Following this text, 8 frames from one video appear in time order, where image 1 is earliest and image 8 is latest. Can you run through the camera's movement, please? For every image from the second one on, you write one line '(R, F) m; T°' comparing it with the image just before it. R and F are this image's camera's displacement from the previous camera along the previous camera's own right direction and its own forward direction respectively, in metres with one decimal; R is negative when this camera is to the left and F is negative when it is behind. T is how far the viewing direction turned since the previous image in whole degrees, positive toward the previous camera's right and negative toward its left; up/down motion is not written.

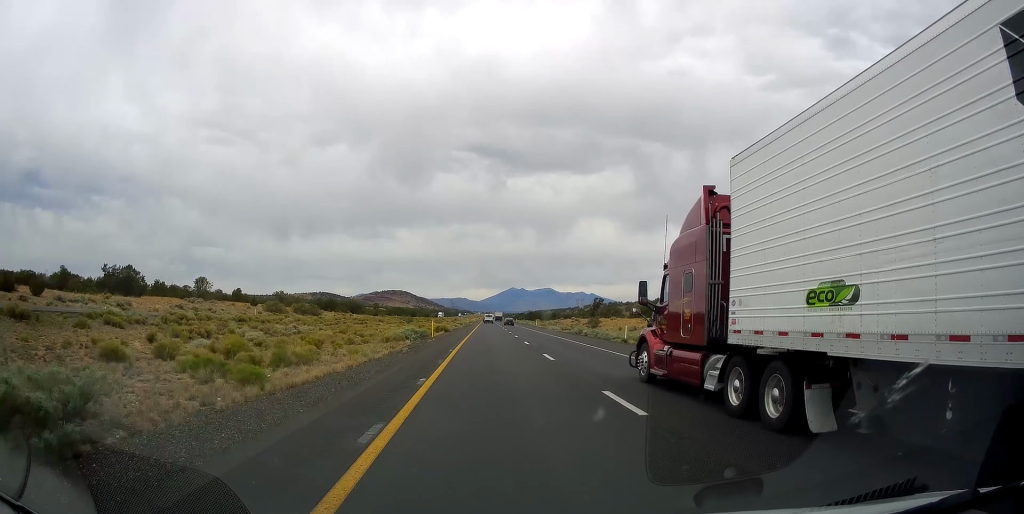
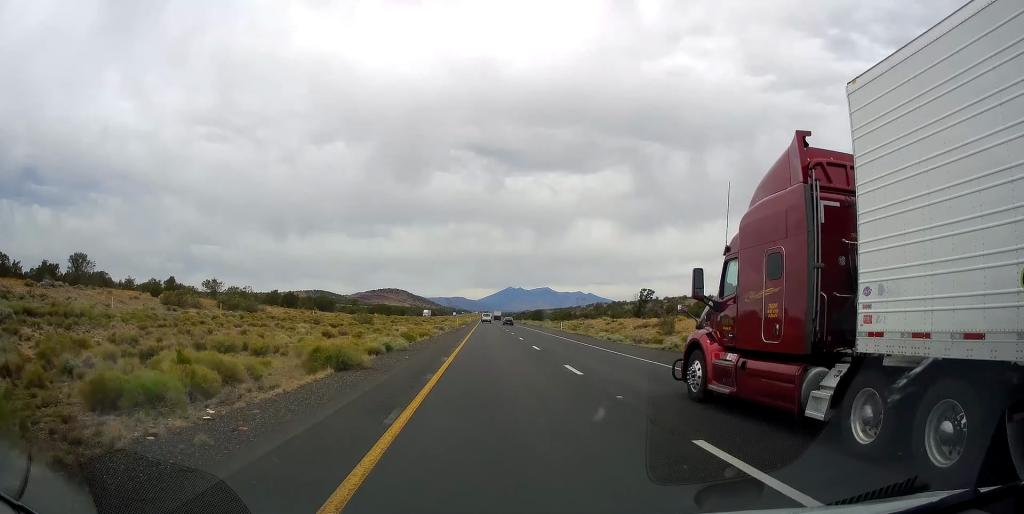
(+0.3, +41.9) m; 0°
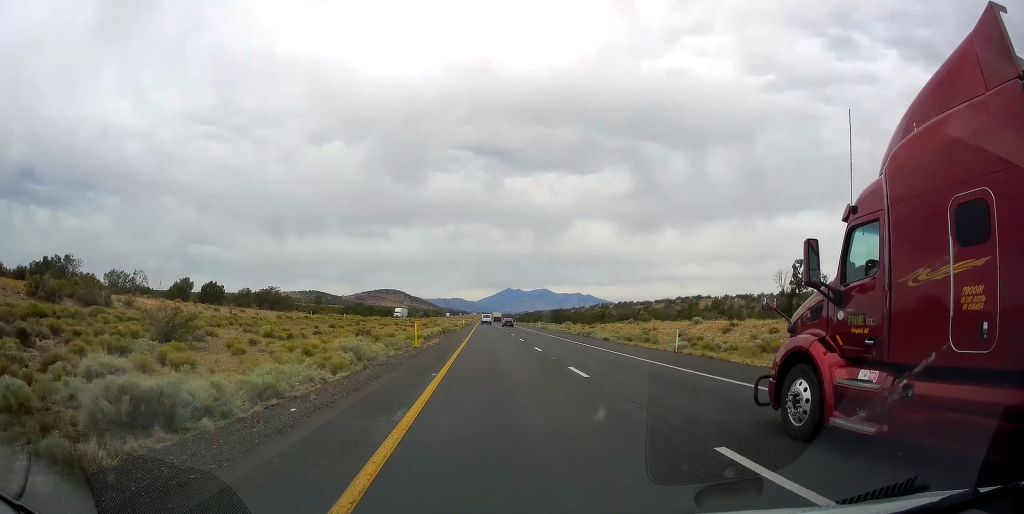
(0.0, +49.1) m; +1°
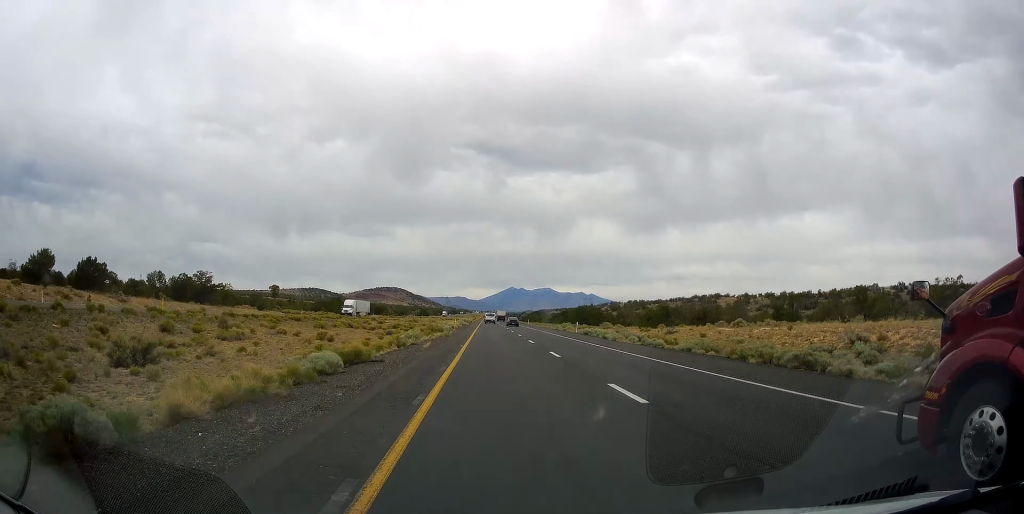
(+0.5, +41.7) m; -1°
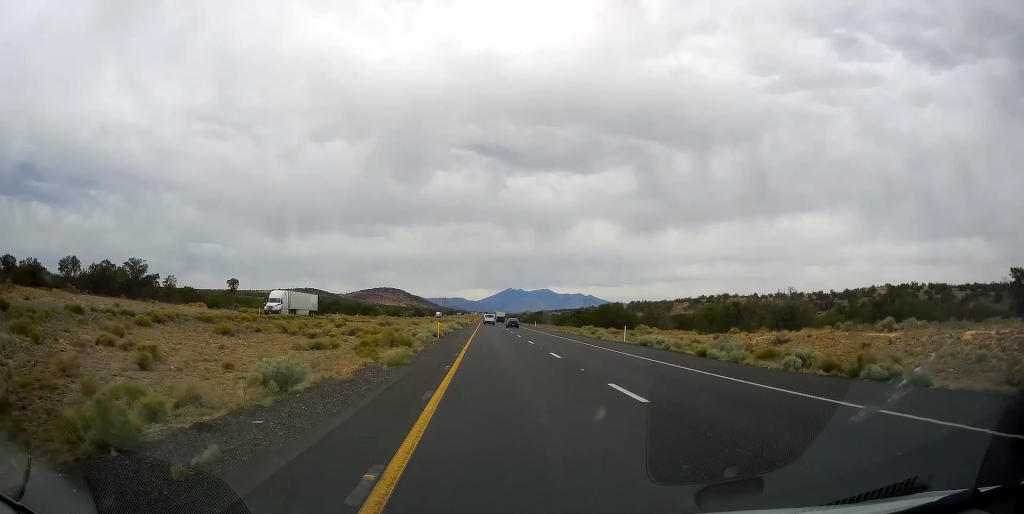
(-0.5, +24.0) m; 0°
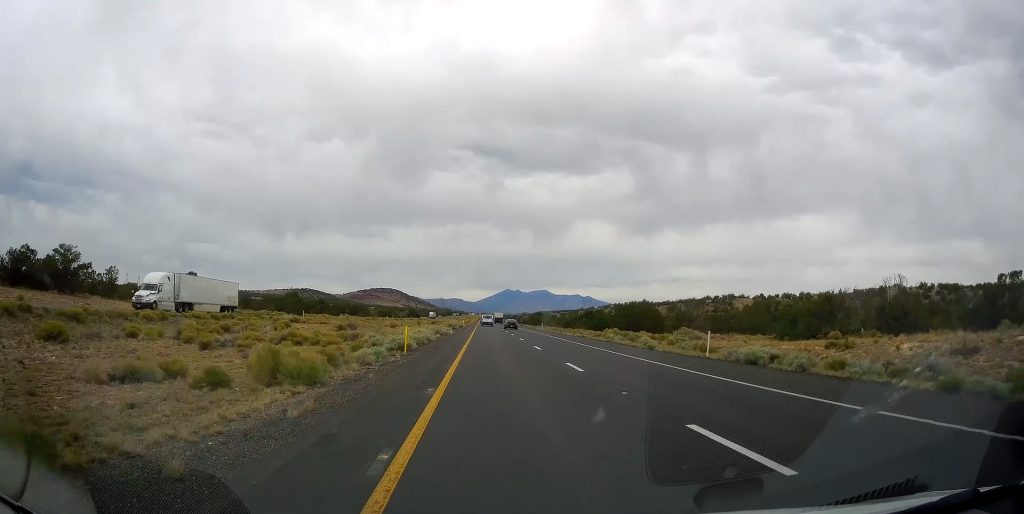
(0.0, +17.8) m; 0°
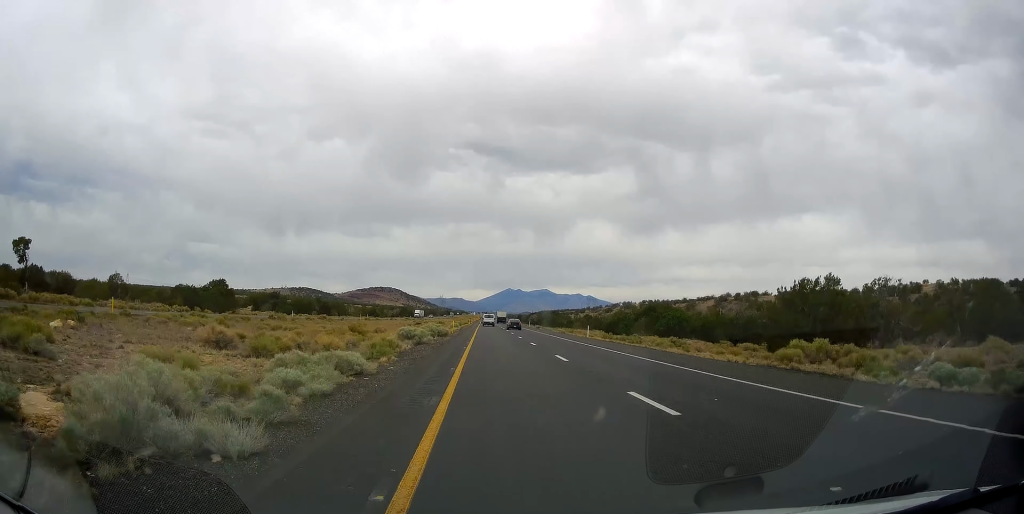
(0.0, +44.9) m; 0°
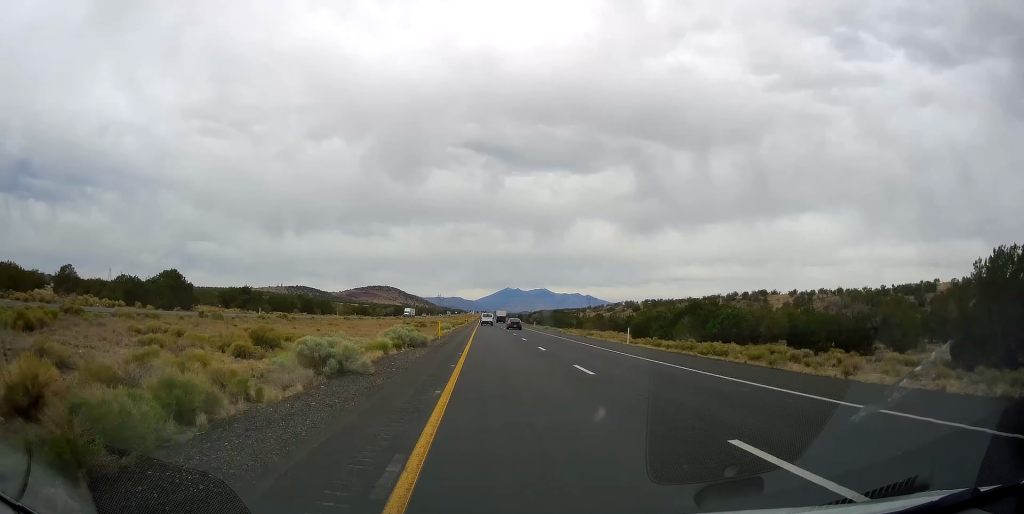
(0.0, +17.7) m; 0°
